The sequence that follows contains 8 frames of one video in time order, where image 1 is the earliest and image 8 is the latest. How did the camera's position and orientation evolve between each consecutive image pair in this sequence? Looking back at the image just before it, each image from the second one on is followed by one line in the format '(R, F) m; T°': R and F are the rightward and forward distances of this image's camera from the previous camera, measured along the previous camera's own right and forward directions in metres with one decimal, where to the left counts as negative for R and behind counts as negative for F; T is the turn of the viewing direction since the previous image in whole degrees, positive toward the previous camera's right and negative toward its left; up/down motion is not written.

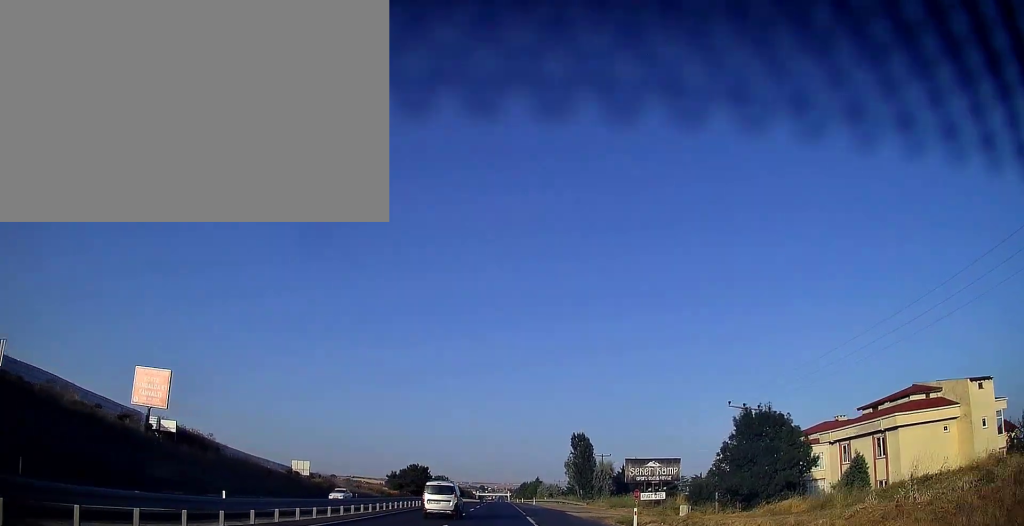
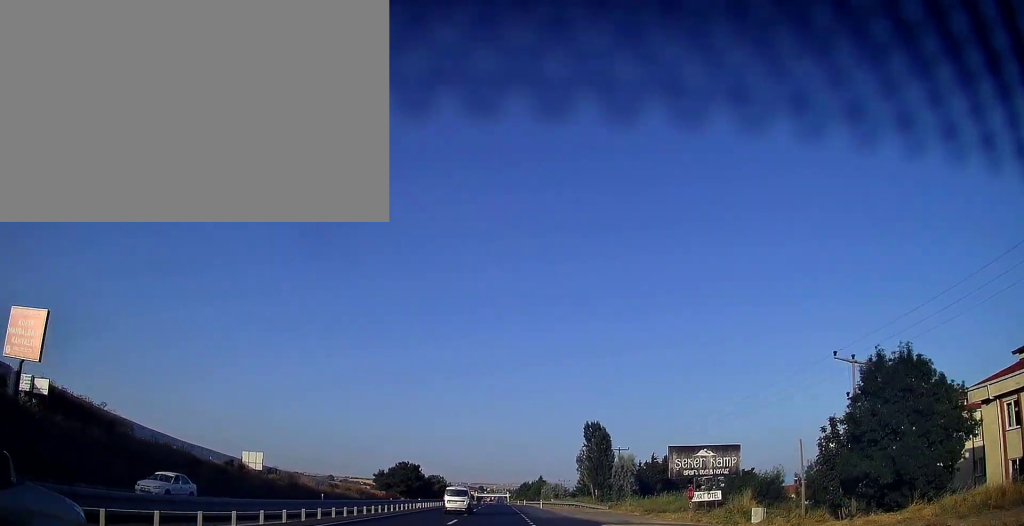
(0.0, +17.2) m; 0°
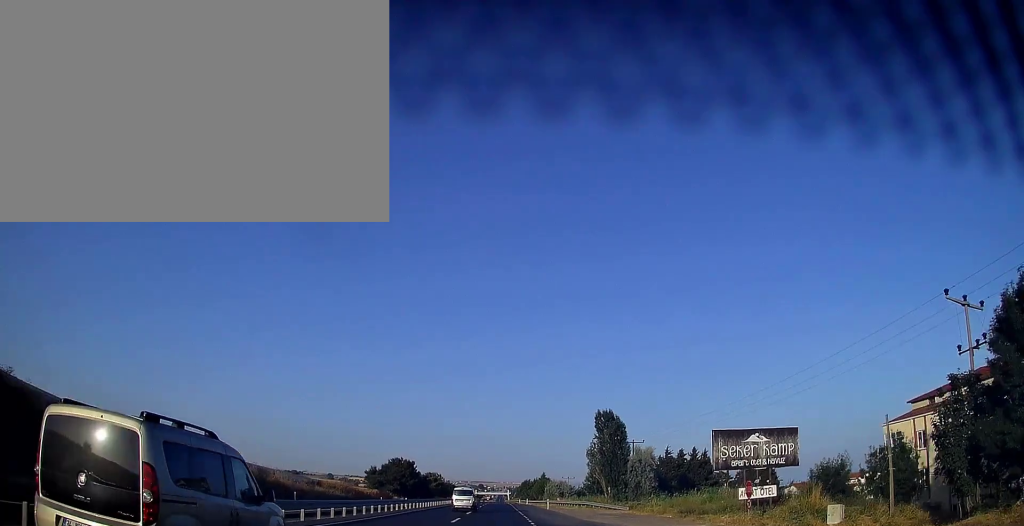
(0.0, +10.2) m; 0°
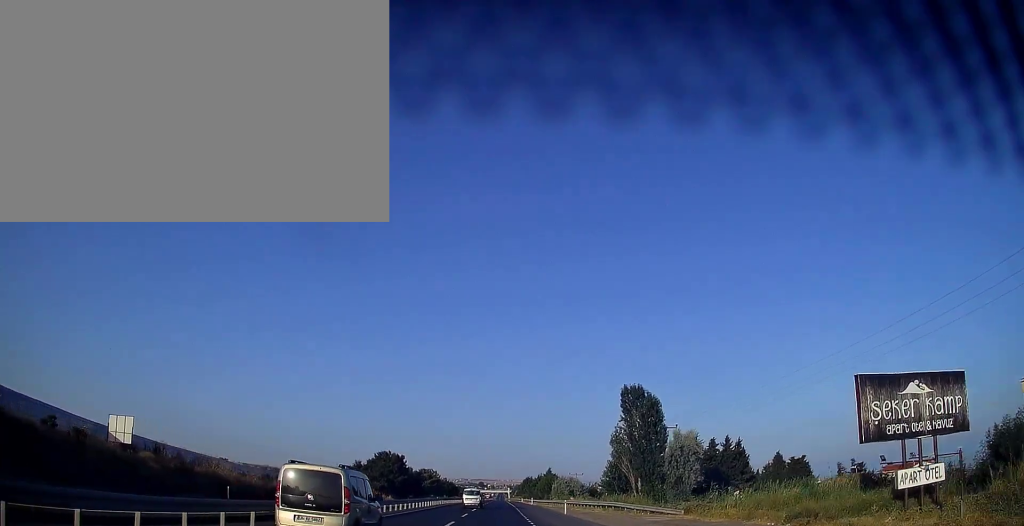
(0.0, +16.4) m; 0°
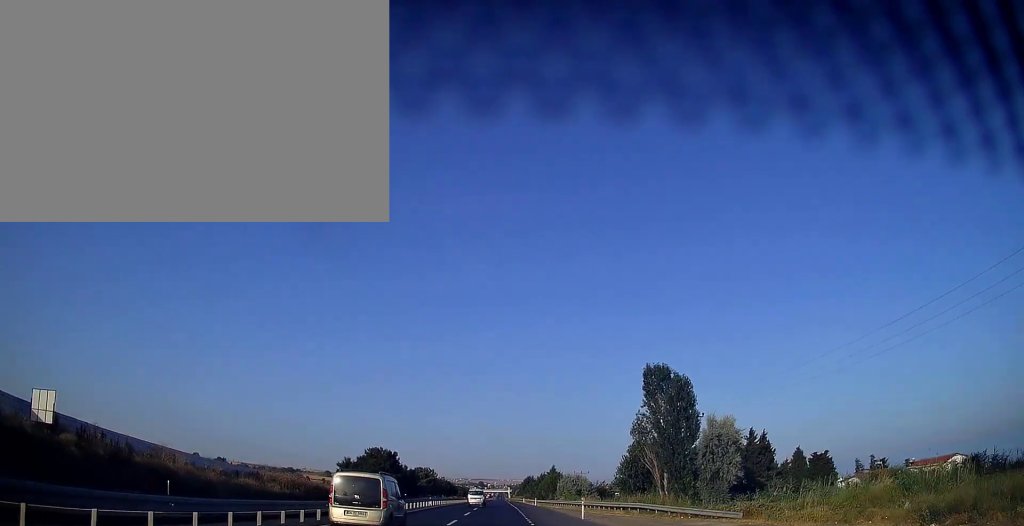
(0.0, +9.5) m; 0°
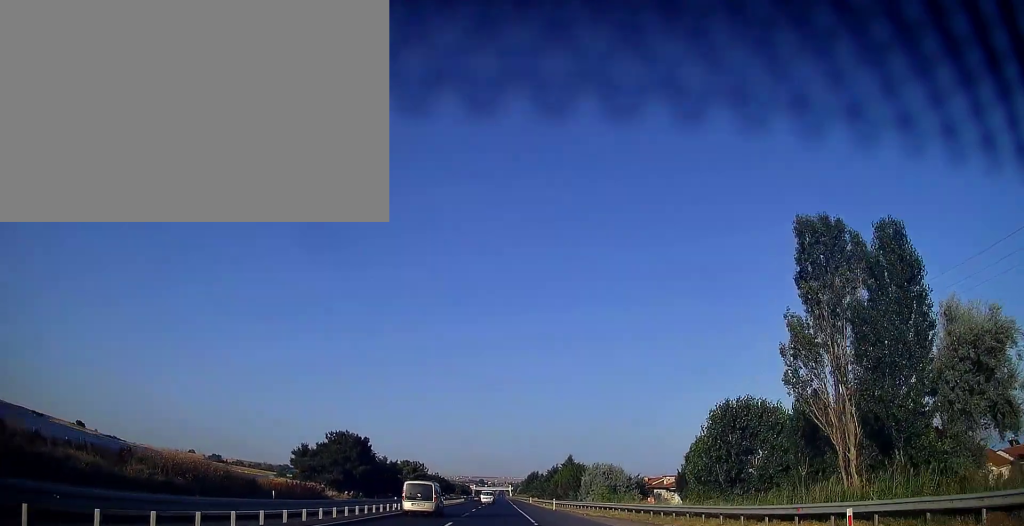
(0.0, +27.9) m; 0°
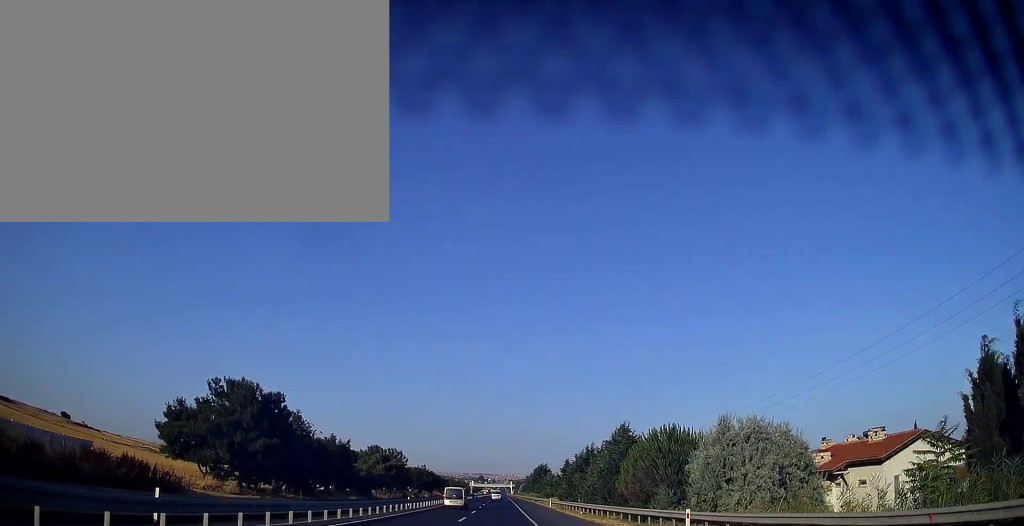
(-0.2, +39.8) m; 0°
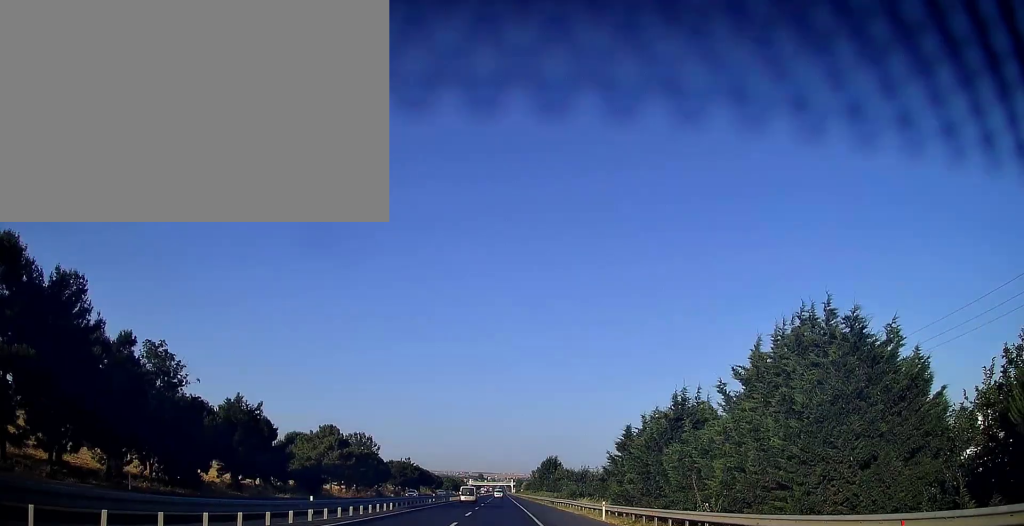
(+0.1, +32.3) m; +1°
